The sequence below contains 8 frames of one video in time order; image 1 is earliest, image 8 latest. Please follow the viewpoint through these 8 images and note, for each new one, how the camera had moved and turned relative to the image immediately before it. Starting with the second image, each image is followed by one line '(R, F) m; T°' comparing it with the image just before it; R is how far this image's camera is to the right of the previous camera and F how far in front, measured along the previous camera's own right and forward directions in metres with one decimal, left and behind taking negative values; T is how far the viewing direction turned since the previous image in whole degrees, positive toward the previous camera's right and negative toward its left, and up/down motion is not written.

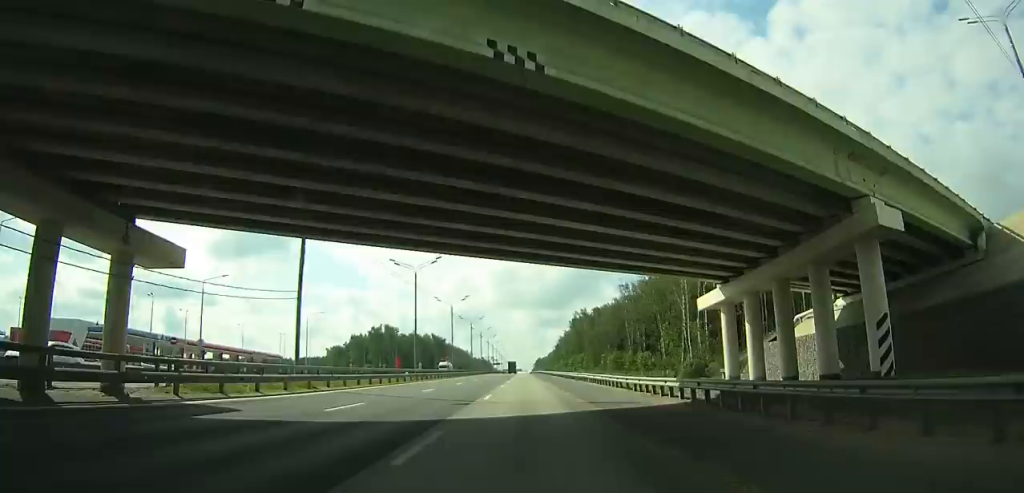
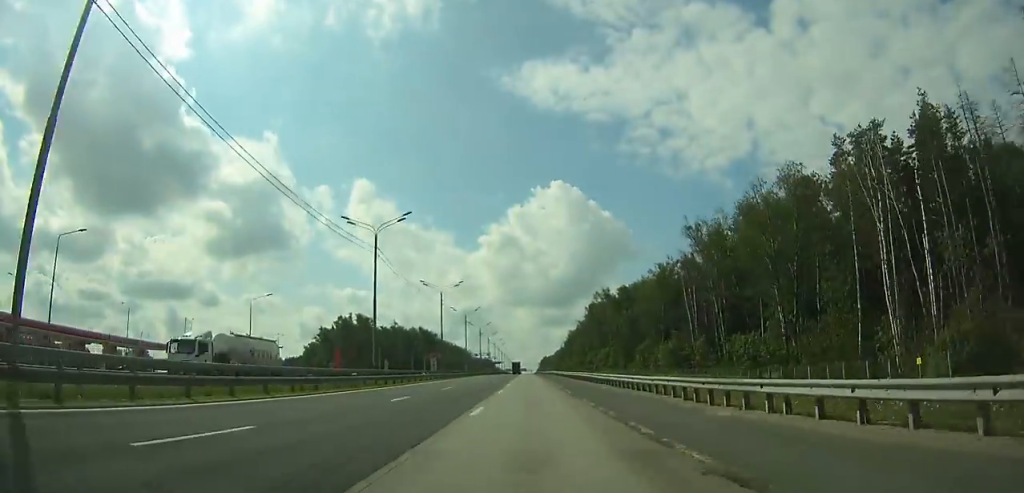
(-0.1, +56.3) m; 0°
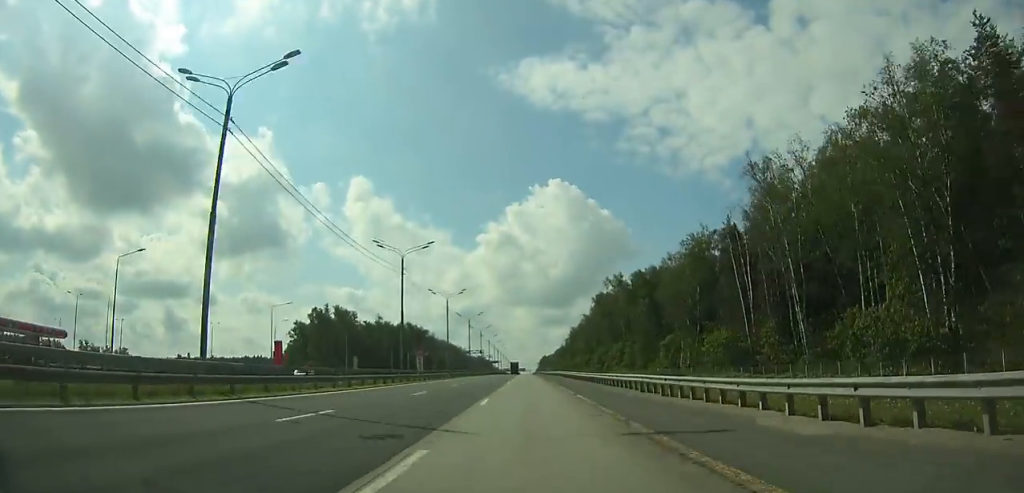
(-0.1, +26.7) m; 0°
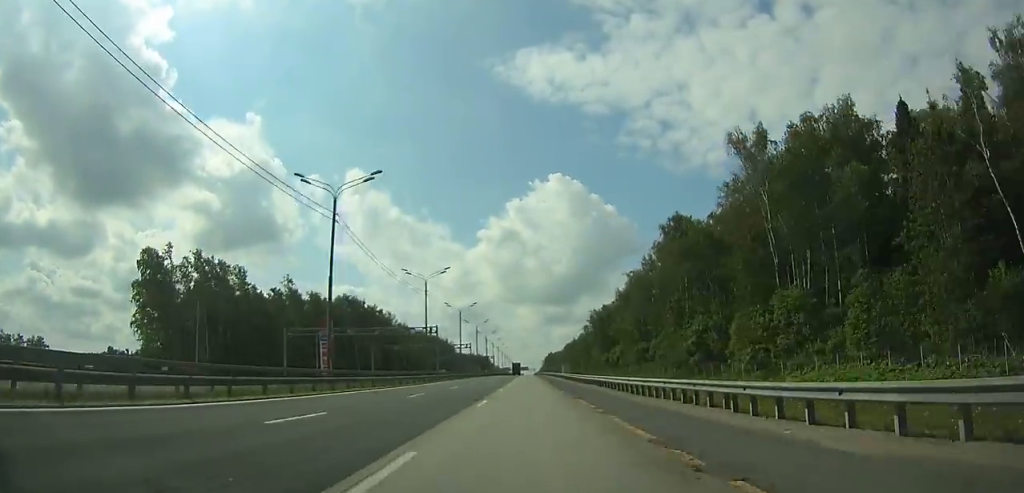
(-0.2, +96.0) m; 0°
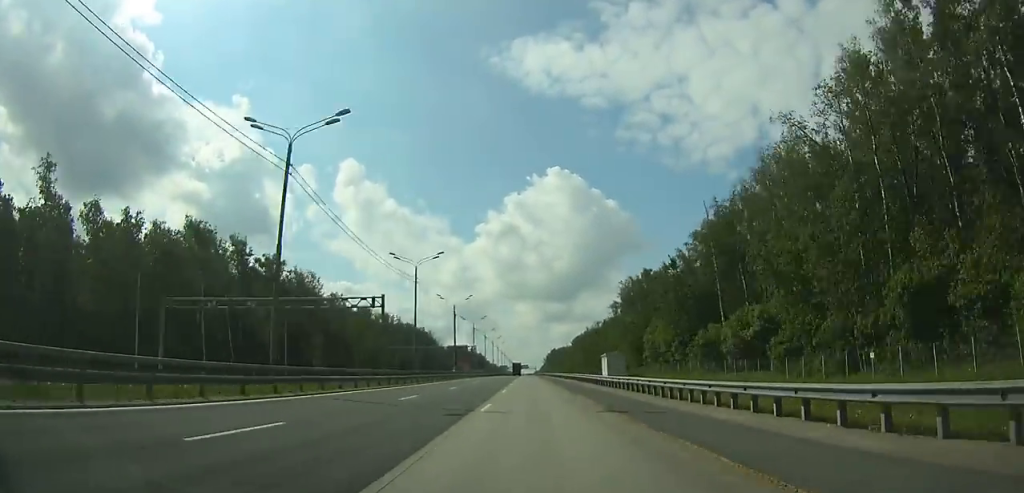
(0.0, +83.8) m; 0°
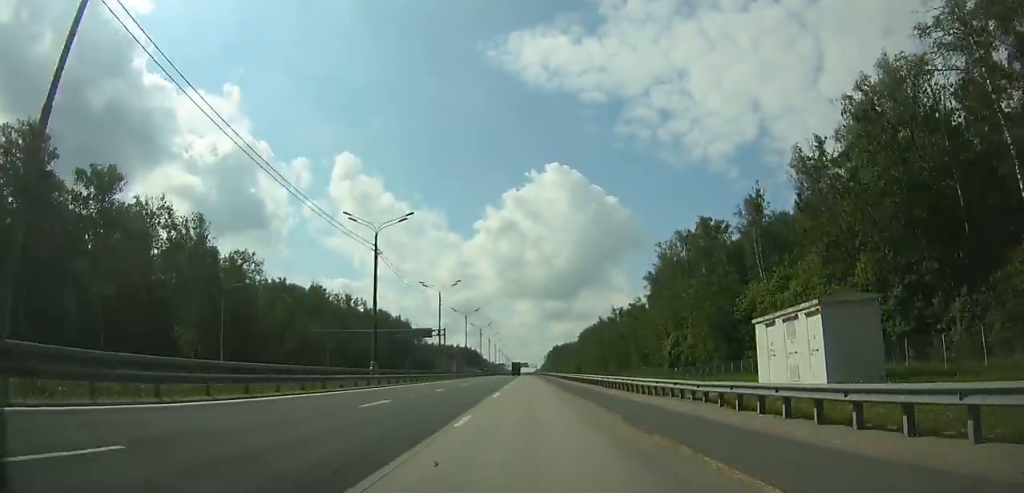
(+0.1, +53.5) m; 0°
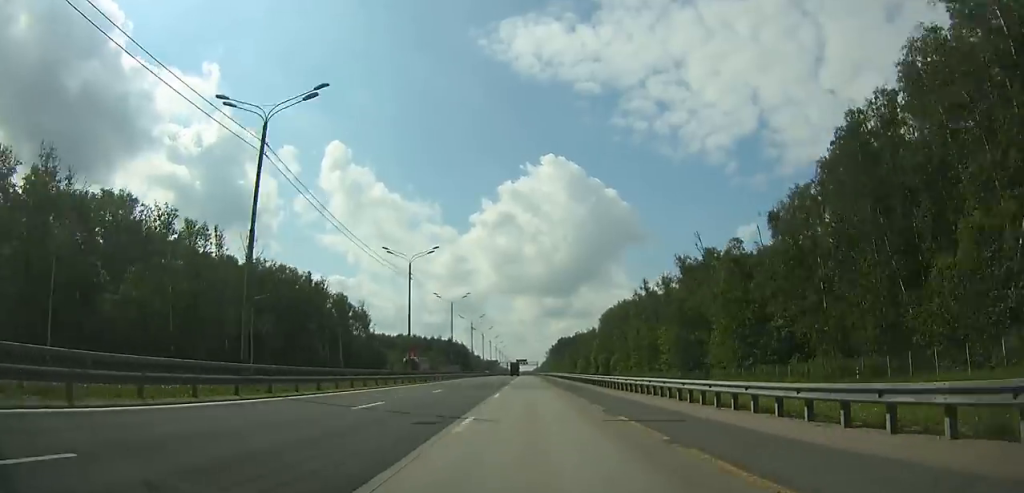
(-0.3, +97.1) m; 0°
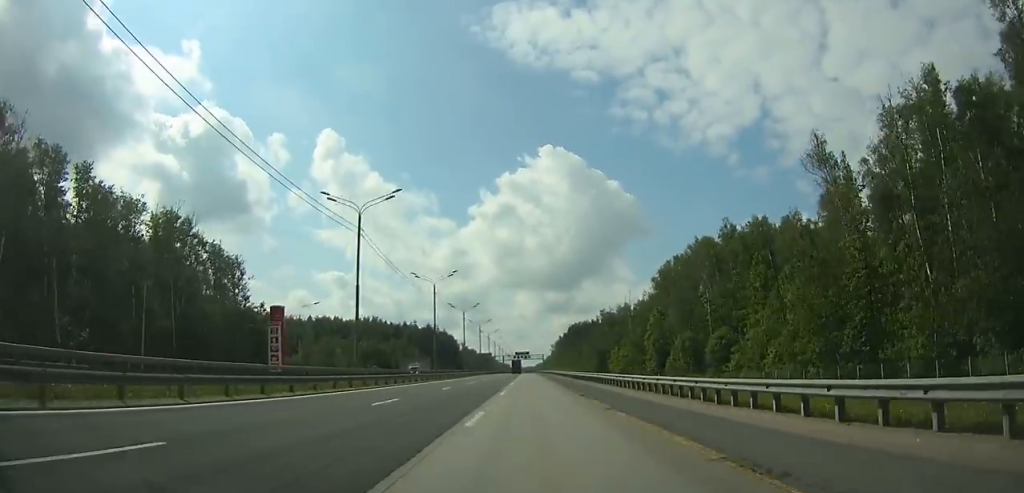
(0.0, +94.4) m; 0°
